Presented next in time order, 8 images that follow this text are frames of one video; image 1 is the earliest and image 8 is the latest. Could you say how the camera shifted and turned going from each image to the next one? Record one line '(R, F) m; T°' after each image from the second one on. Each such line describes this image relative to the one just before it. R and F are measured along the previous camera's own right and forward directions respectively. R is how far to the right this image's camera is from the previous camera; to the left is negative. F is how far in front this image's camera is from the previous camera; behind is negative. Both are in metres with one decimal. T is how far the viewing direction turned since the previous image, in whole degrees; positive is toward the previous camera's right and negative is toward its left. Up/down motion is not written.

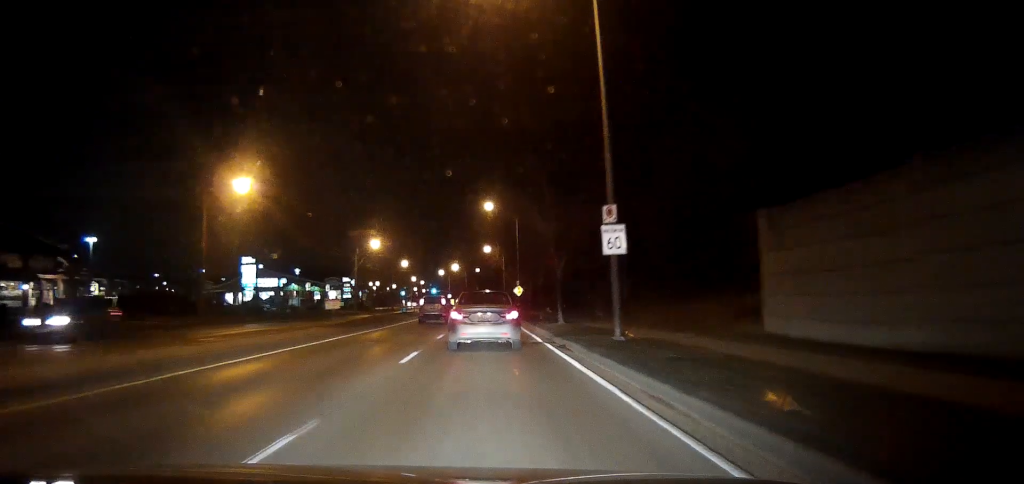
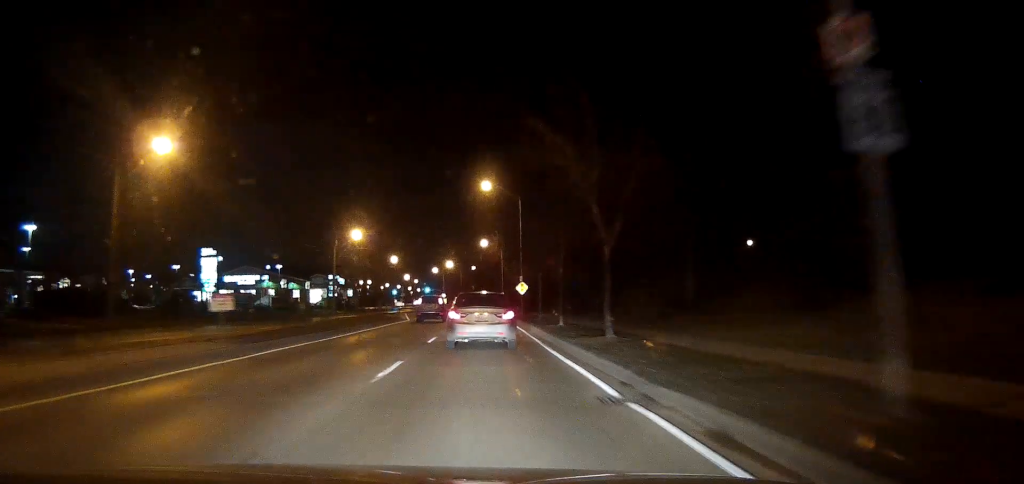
(+0.1, +13.1) m; 0°
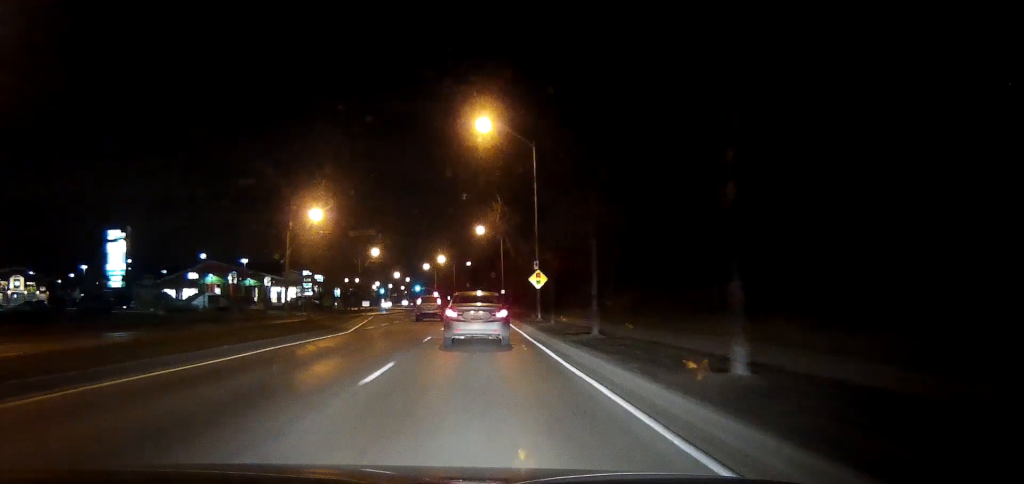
(+0.1, +21.8) m; 0°
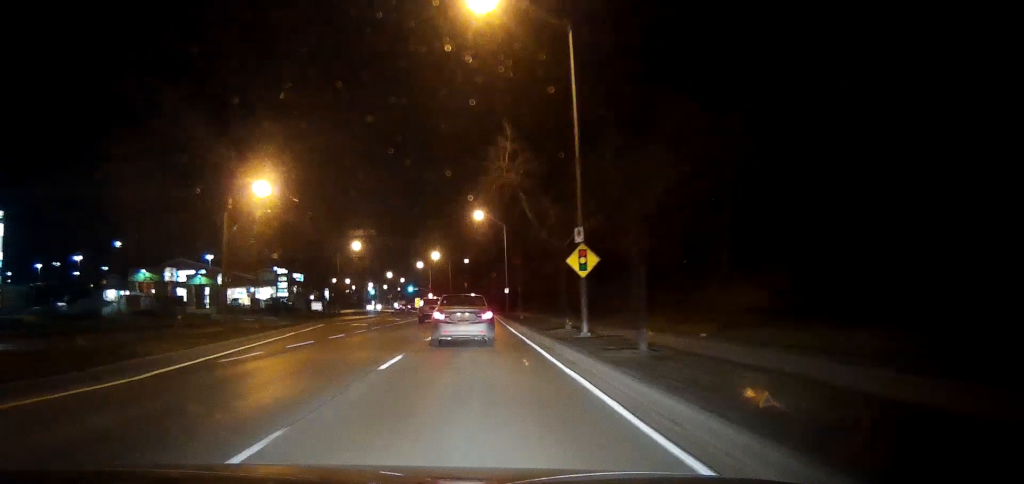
(0.0, +18.4) m; 0°
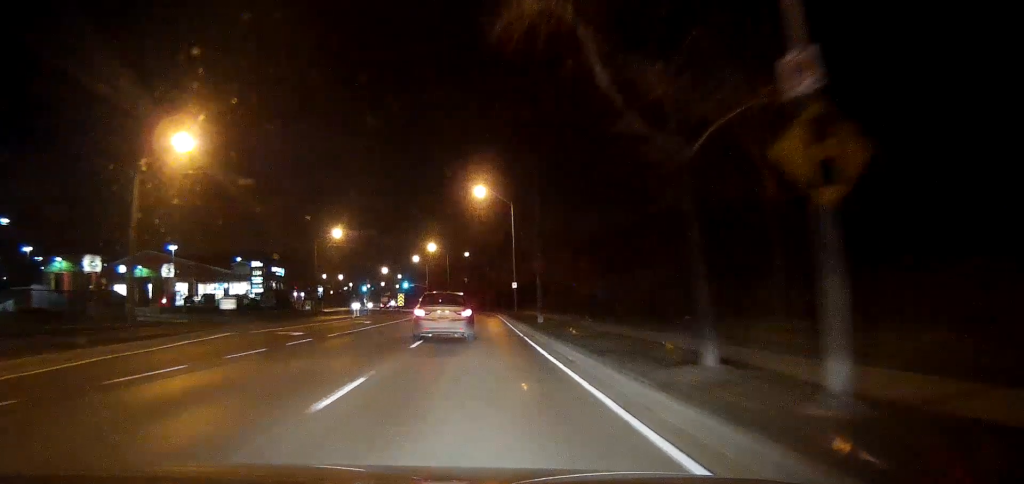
(+0.1, +16.1) m; 0°
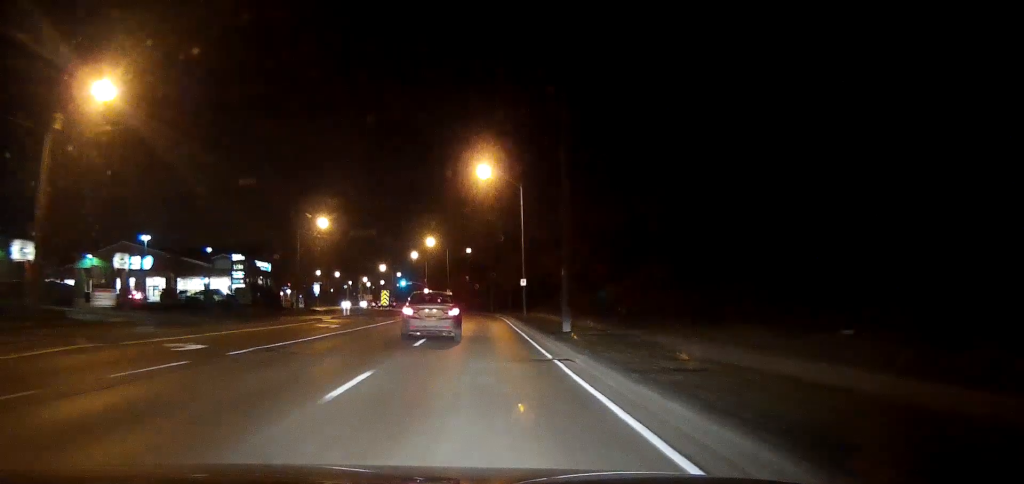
(+0.1, +10.5) m; 0°
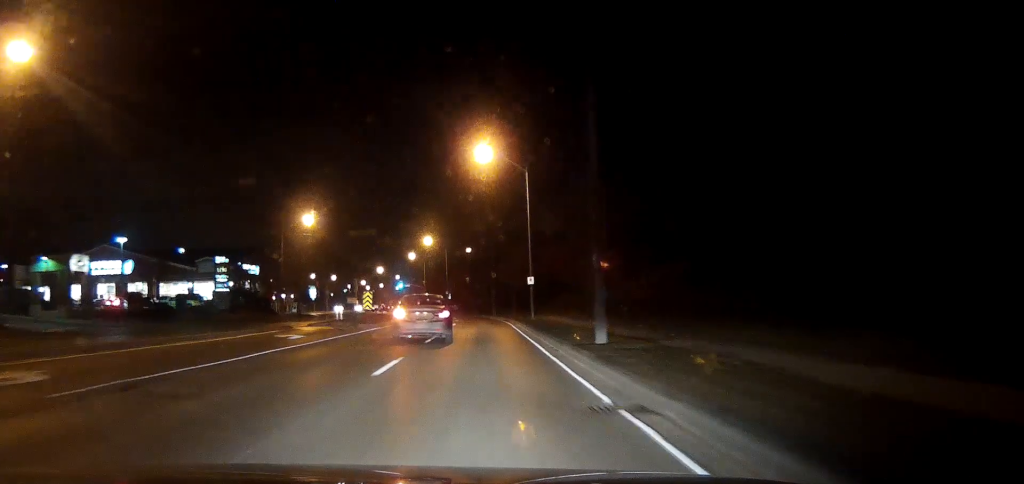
(0.0, +7.4) m; 0°
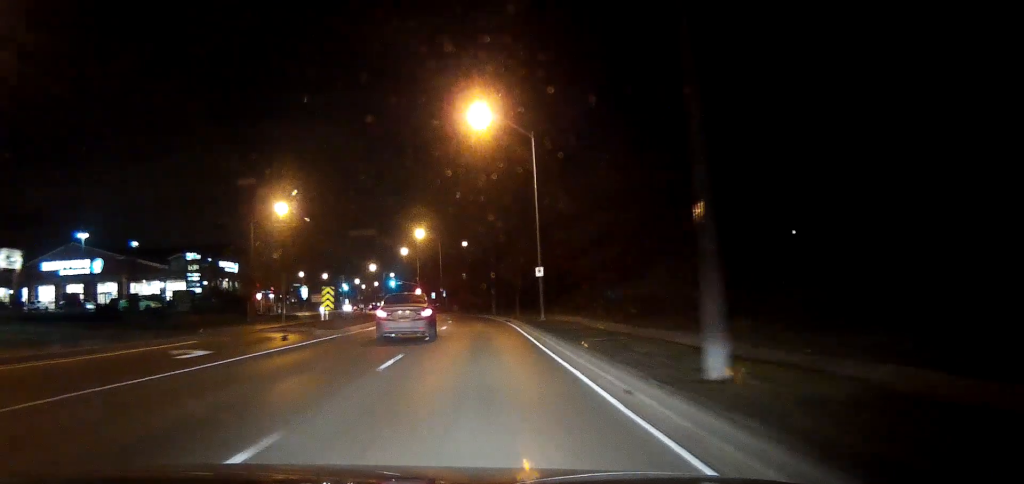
(0.0, +9.6) m; 0°
